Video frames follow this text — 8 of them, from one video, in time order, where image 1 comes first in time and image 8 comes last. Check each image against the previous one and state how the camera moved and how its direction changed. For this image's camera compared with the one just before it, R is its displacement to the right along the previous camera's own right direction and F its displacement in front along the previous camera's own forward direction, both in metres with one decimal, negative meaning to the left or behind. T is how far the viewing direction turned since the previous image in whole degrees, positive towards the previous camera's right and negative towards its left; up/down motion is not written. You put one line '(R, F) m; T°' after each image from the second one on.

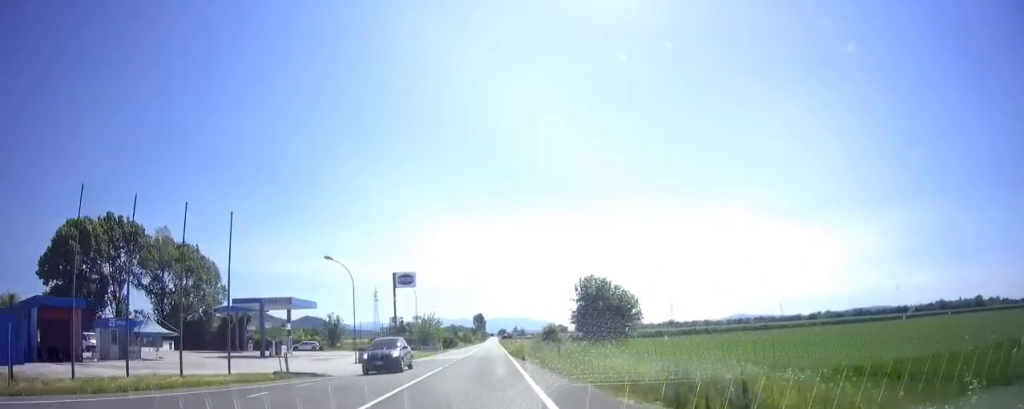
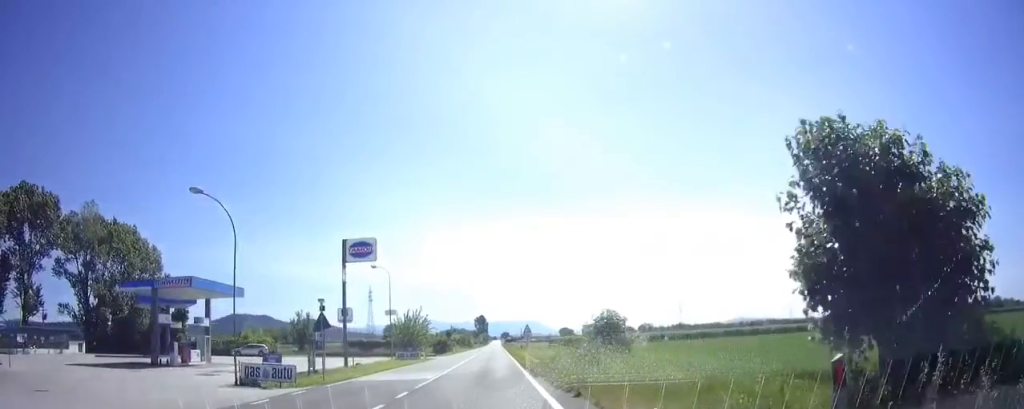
(+0.8, +18.5) m; +5°
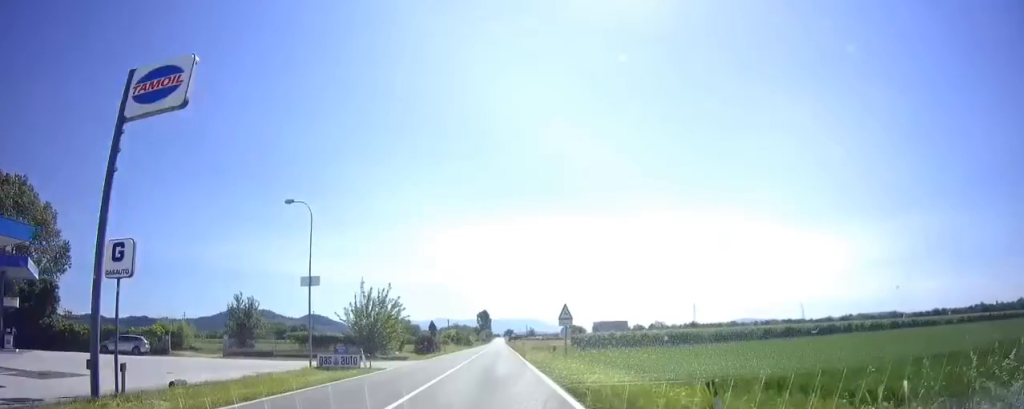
(+0.8, +23.0) m; +2°
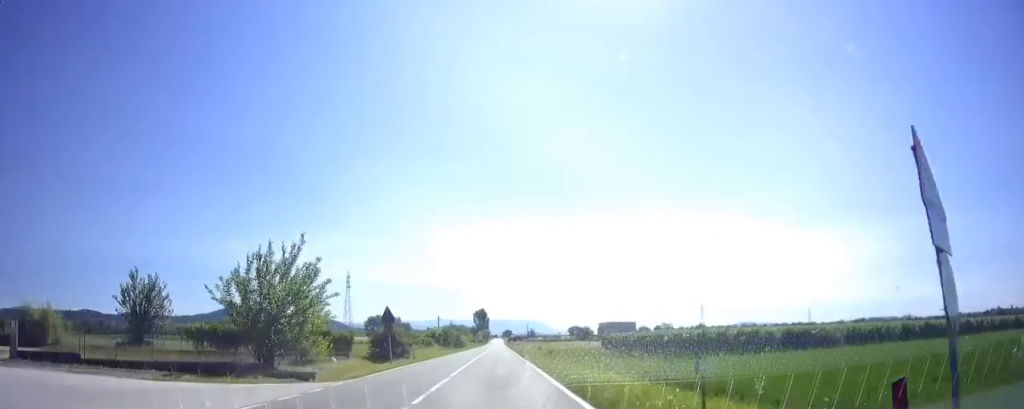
(+0.2, +21.5) m; +1°
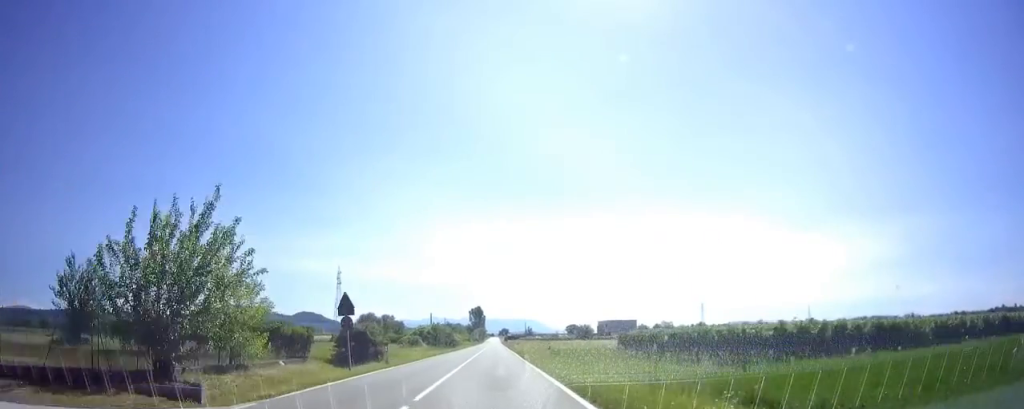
(0.0, +8.1) m; 0°
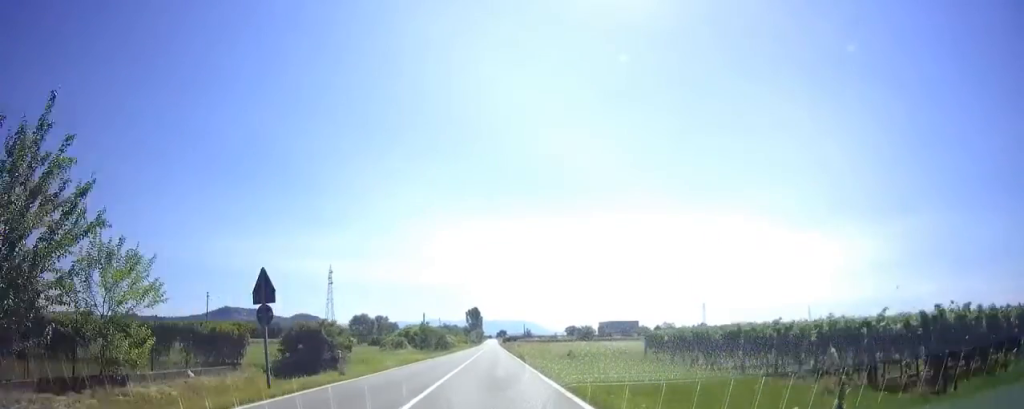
(0.0, +8.1) m; 0°
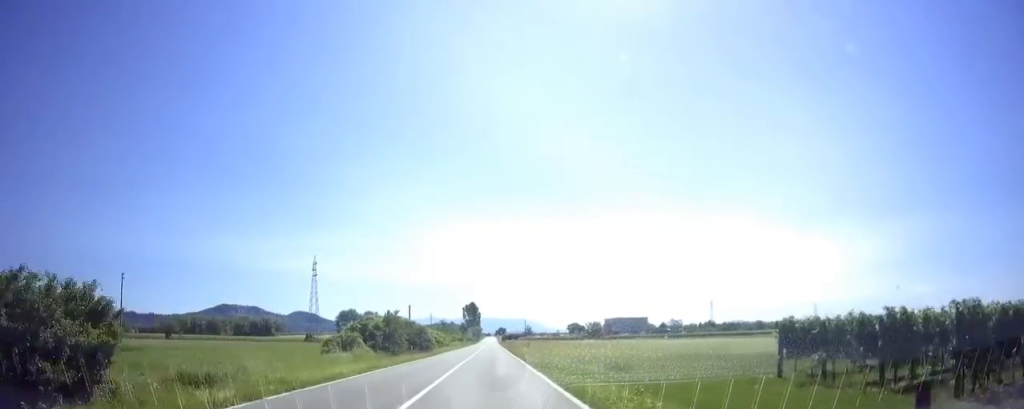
(0.0, +17.0) m; 0°
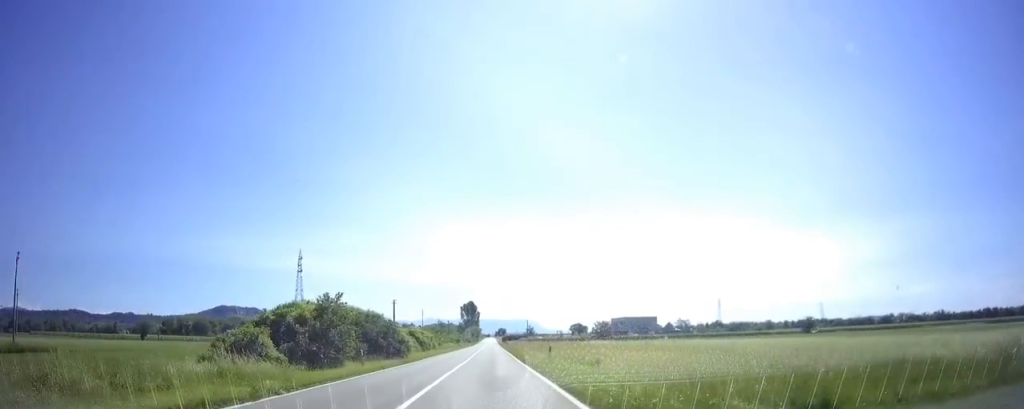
(0.0, +15.4) m; 0°
